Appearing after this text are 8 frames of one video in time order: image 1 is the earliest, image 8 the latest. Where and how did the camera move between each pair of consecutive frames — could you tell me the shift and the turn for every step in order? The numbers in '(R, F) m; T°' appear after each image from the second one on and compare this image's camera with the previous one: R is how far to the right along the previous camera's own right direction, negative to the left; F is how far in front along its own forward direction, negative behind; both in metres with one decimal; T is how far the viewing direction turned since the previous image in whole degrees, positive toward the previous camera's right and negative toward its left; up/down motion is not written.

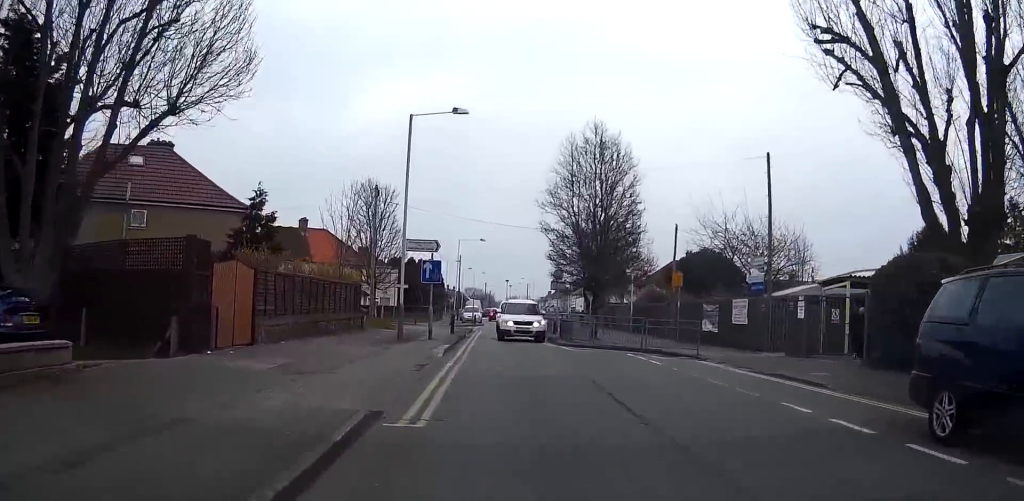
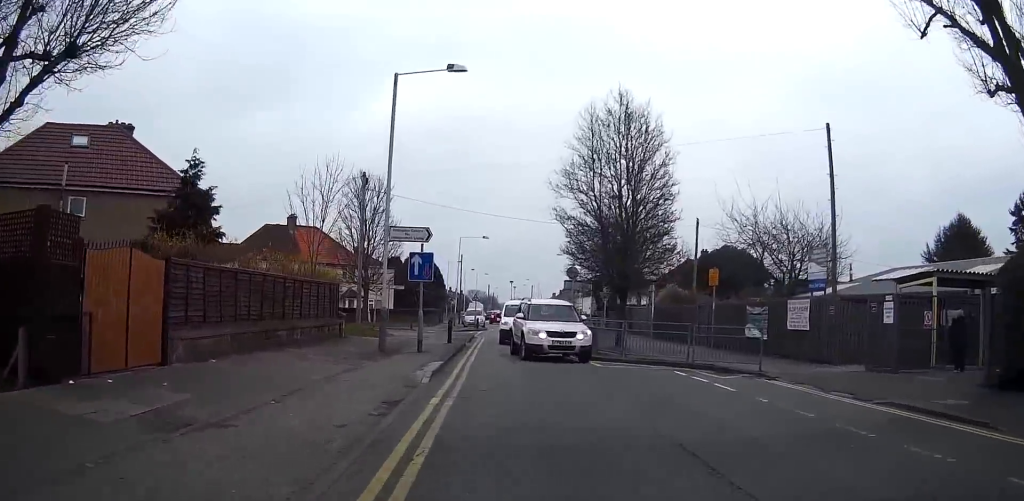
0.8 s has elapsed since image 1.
(+0.1, +5.7) m; +1°
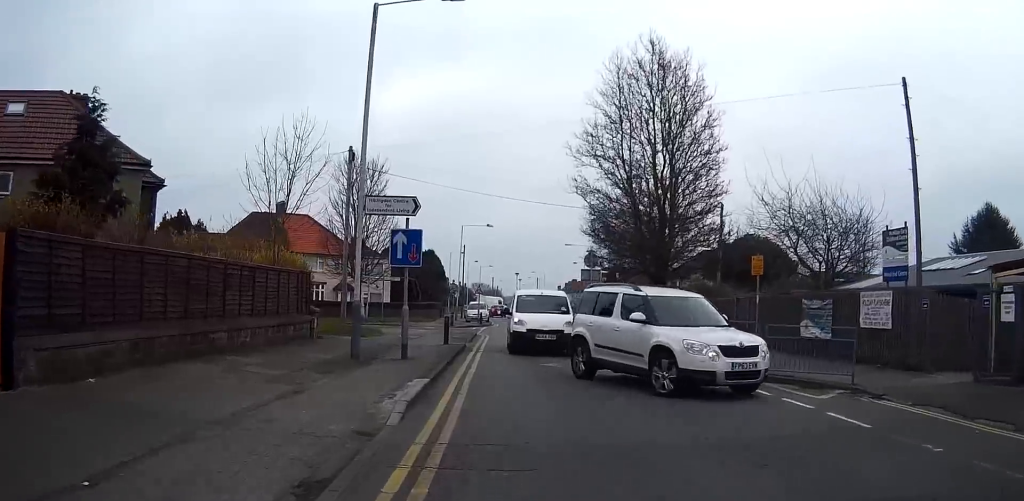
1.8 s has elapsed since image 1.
(0.0, +5.4) m; +2°
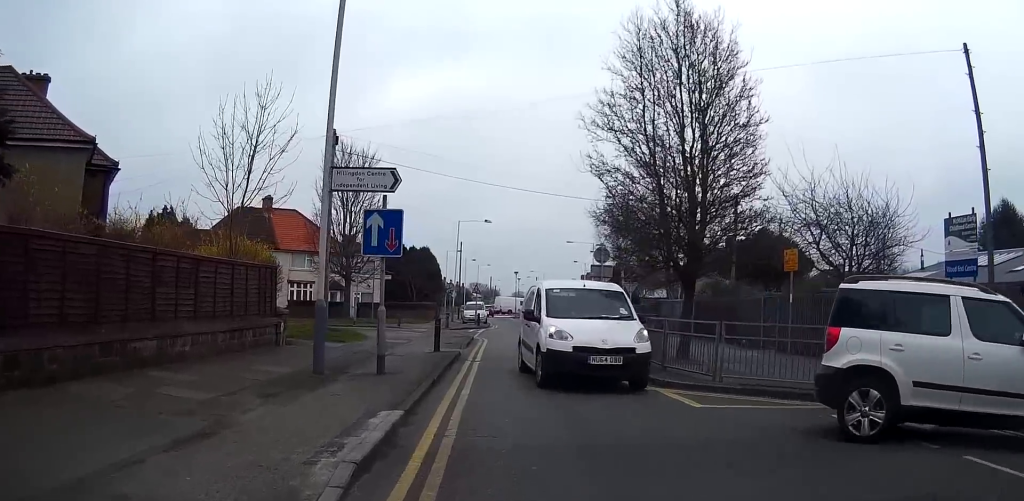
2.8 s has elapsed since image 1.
(+0.1, +4.1) m; +5°
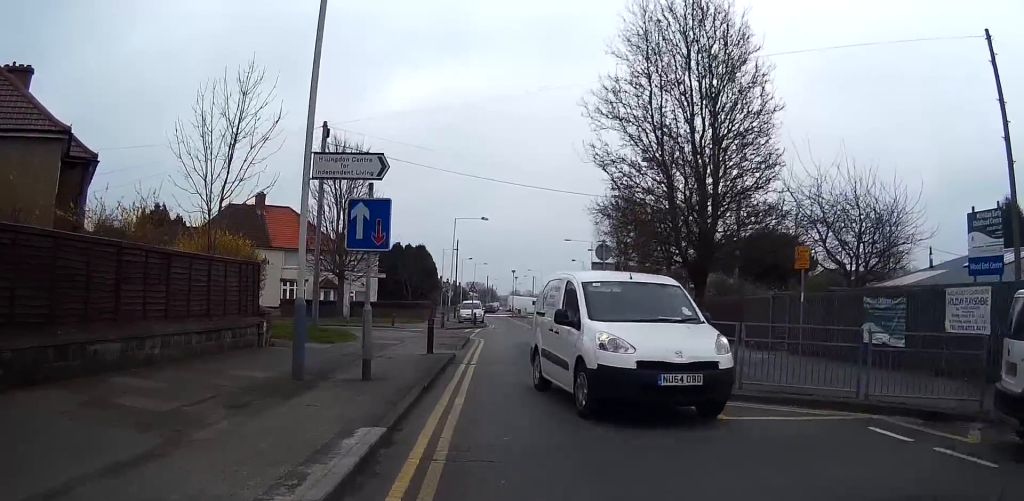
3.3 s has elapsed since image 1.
(0.0, +1.6) m; +3°
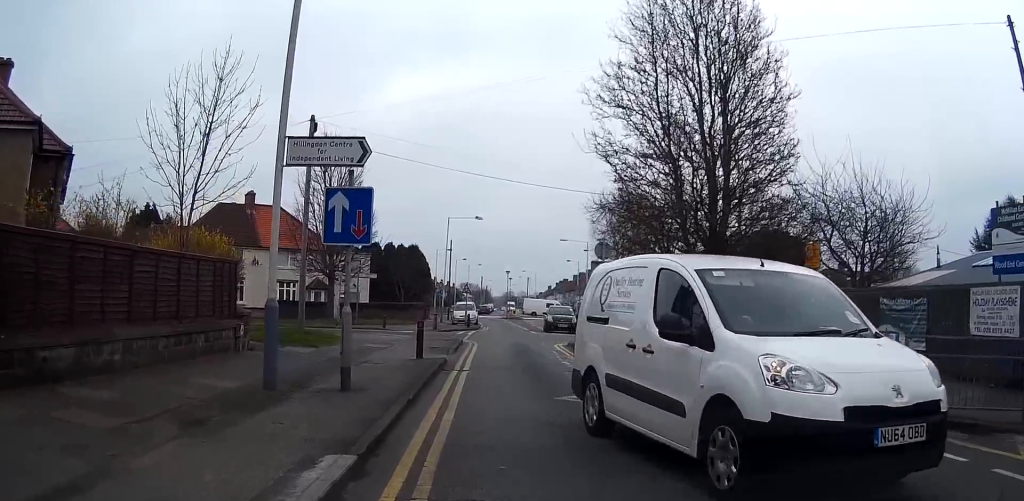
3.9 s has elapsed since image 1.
(+0.1, +1.5) m; -2°
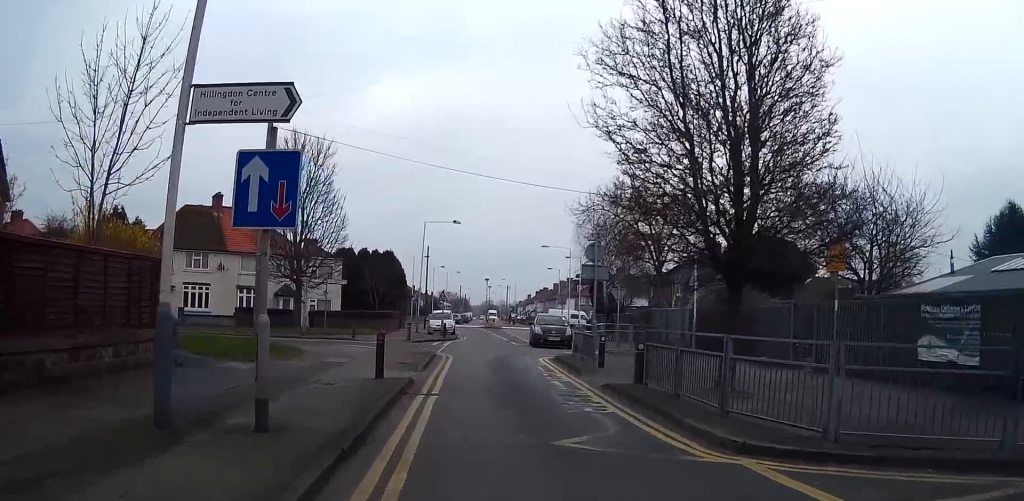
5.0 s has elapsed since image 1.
(-0.2, +3.2) m; -4°
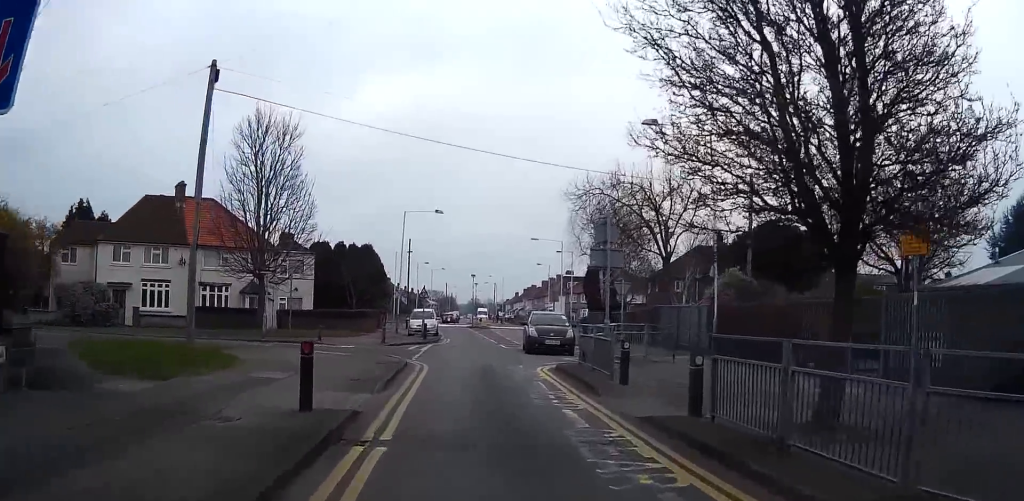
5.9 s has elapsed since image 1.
(0.0, +4.4) m; -1°
